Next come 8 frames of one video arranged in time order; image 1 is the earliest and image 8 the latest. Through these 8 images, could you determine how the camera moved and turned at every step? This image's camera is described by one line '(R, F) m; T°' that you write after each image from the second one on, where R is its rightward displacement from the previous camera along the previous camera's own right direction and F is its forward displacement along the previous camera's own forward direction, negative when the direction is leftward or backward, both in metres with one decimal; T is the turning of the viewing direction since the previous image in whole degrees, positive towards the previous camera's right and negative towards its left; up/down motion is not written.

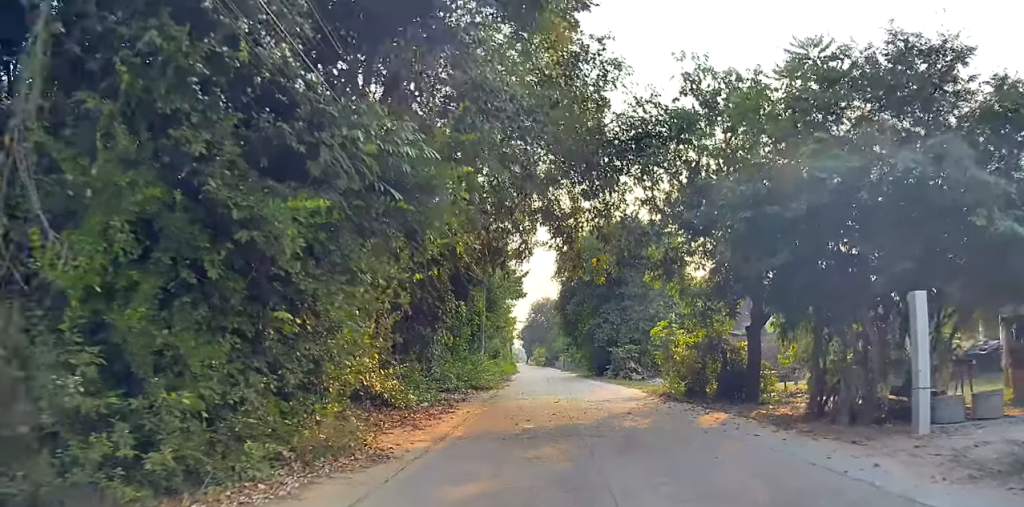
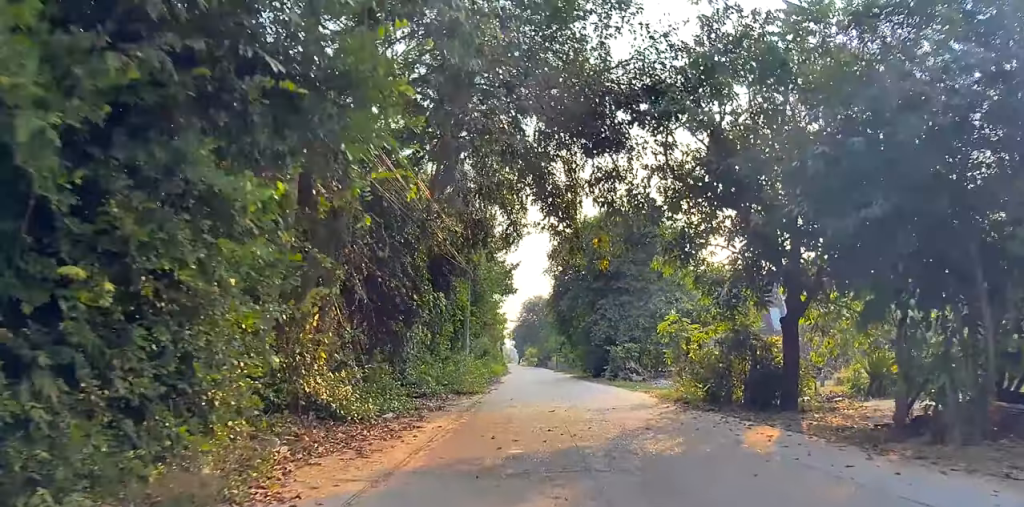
(-0.1, +4.2) m; -1°
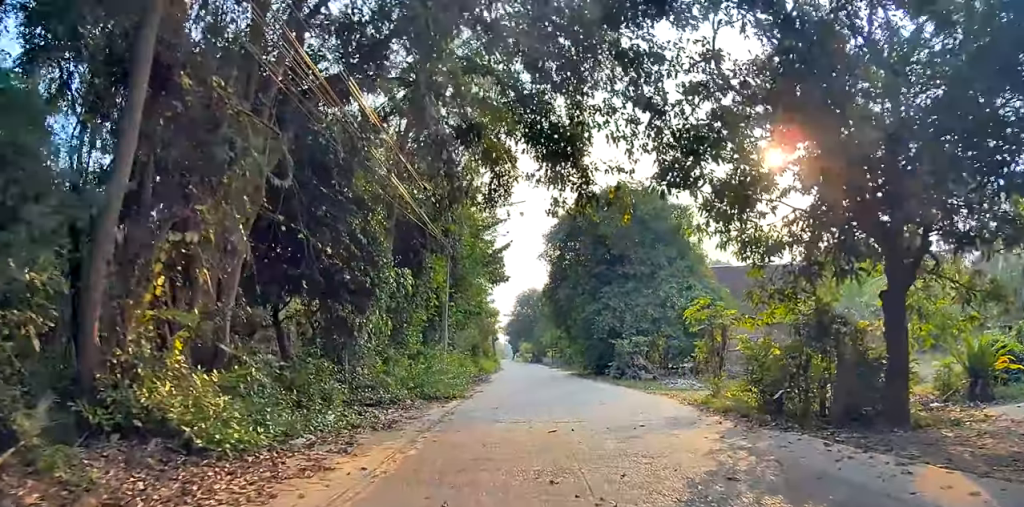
(0.0, +5.9) m; 0°
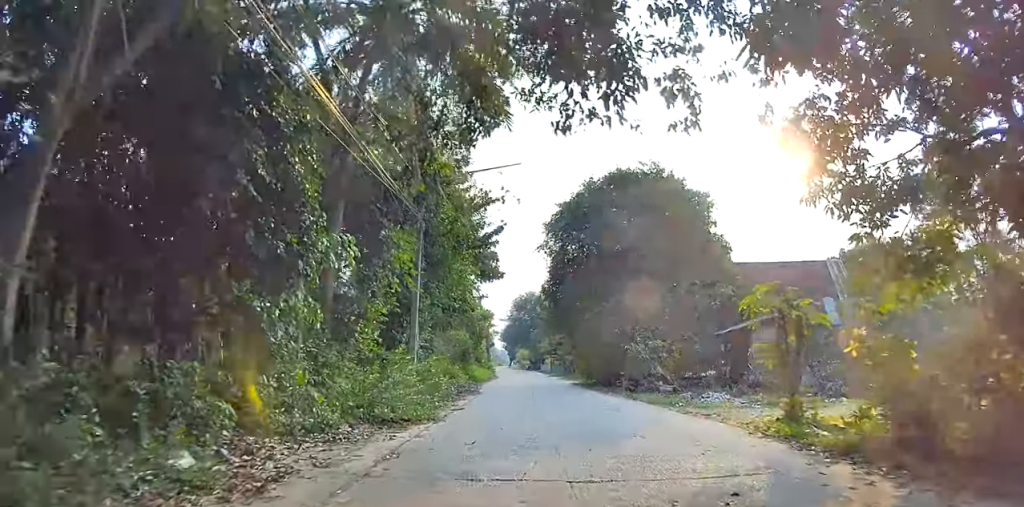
(0.0, +5.0) m; 0°
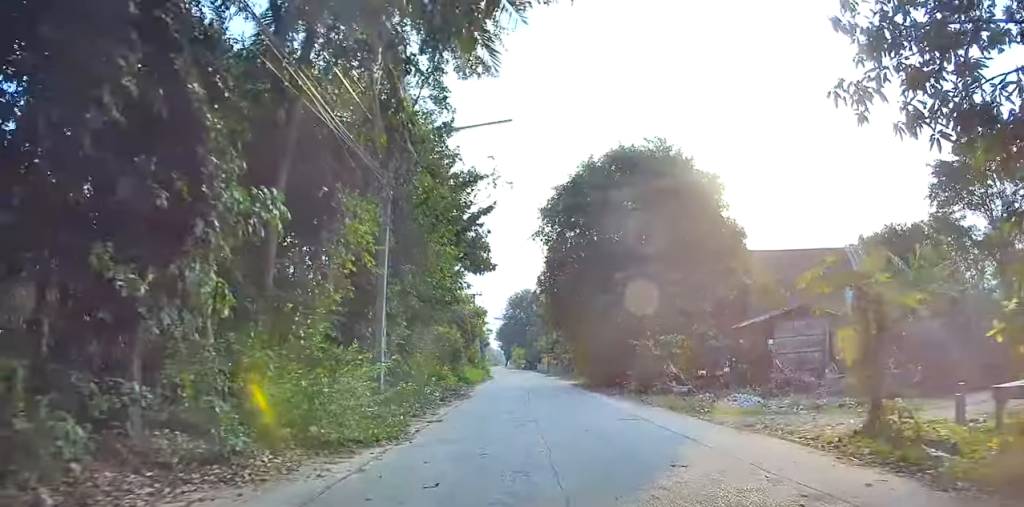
(0.0, +3.1) m; 0°
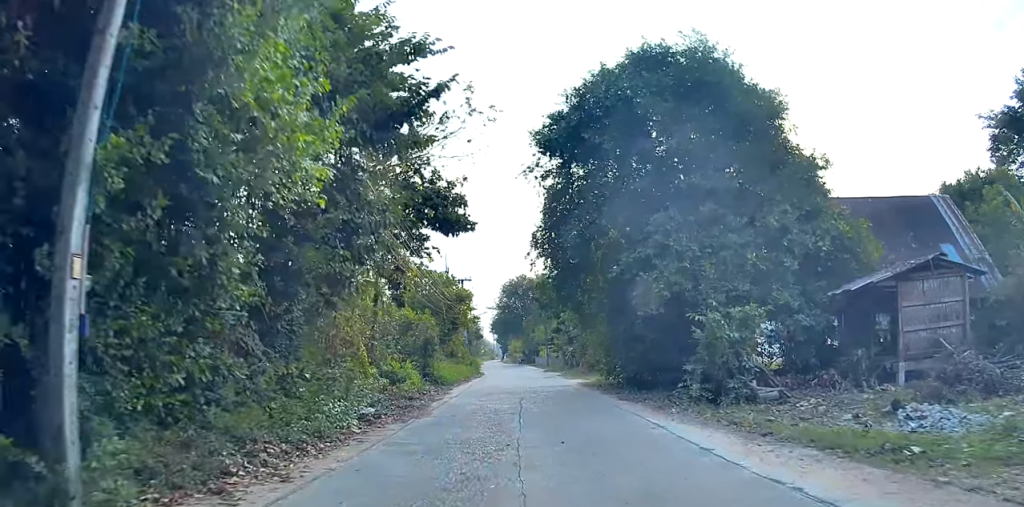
(+0.1, +8.1) m; +4°
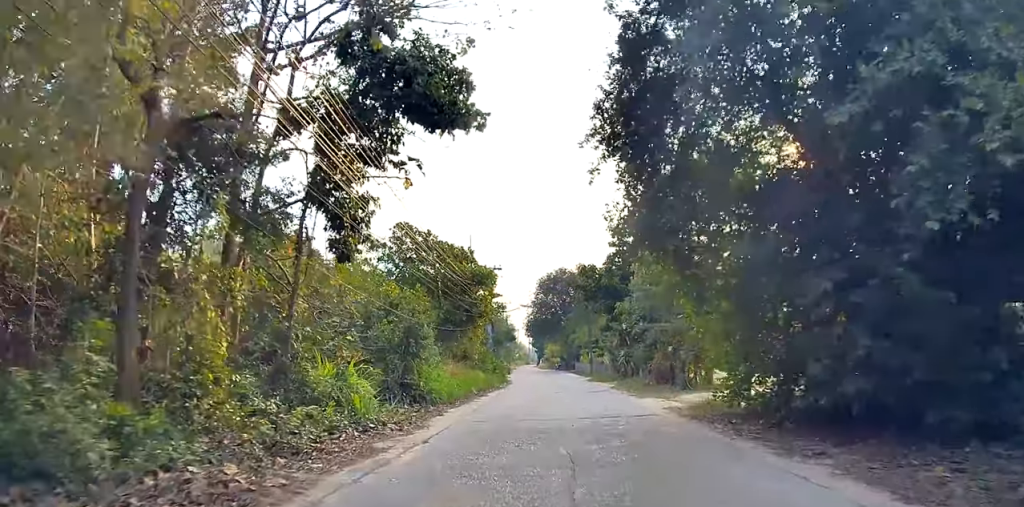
(+0.3, +9.2) m; +1°
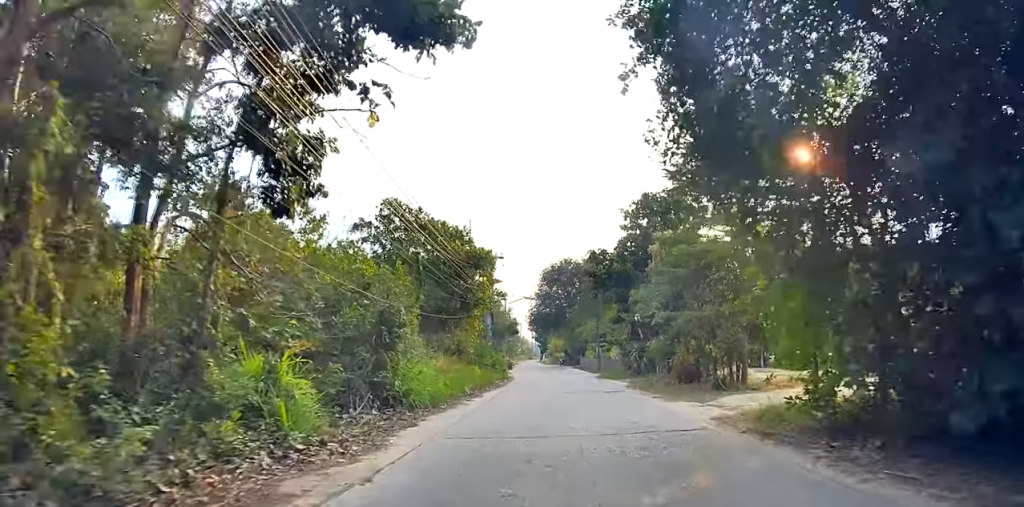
(0.0, +3.0) m; -1°
